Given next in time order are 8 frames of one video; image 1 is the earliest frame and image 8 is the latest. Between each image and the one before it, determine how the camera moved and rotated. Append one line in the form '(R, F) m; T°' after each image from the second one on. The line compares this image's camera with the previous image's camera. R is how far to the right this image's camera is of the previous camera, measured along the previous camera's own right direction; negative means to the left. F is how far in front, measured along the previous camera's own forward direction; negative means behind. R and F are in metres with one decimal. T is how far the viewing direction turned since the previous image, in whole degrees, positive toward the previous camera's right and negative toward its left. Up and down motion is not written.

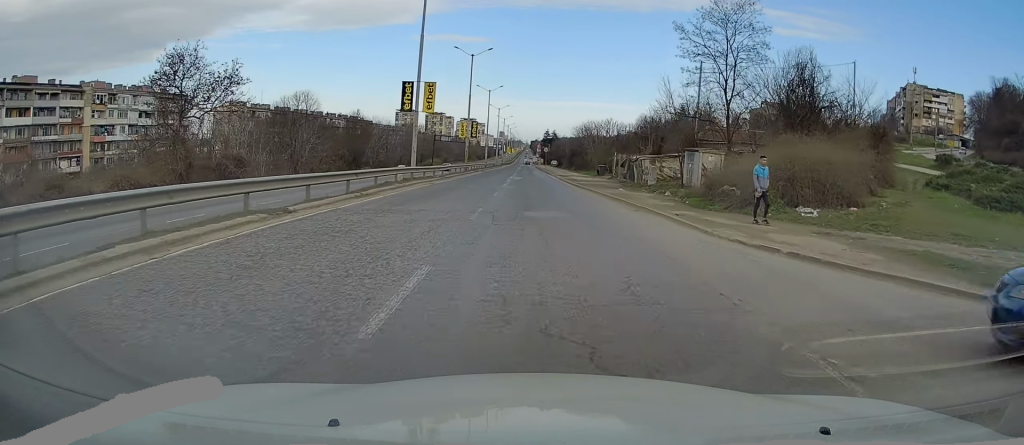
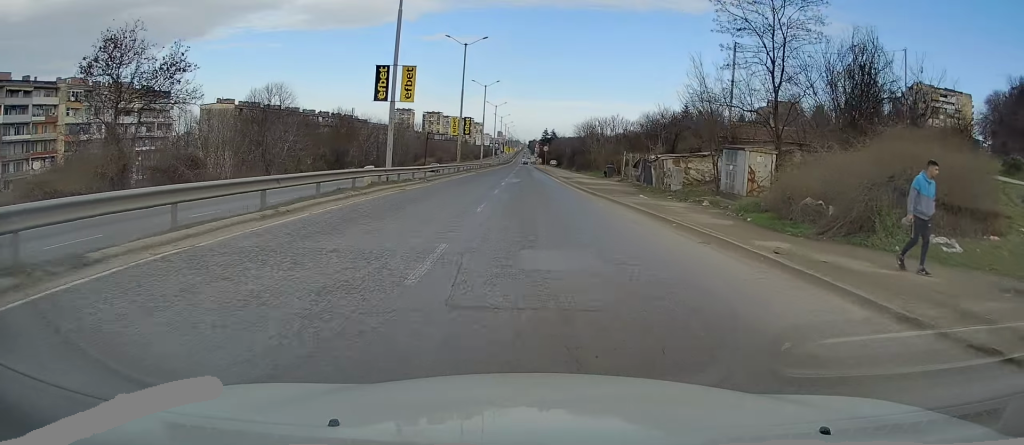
(0.0, +7.0) m; 0°
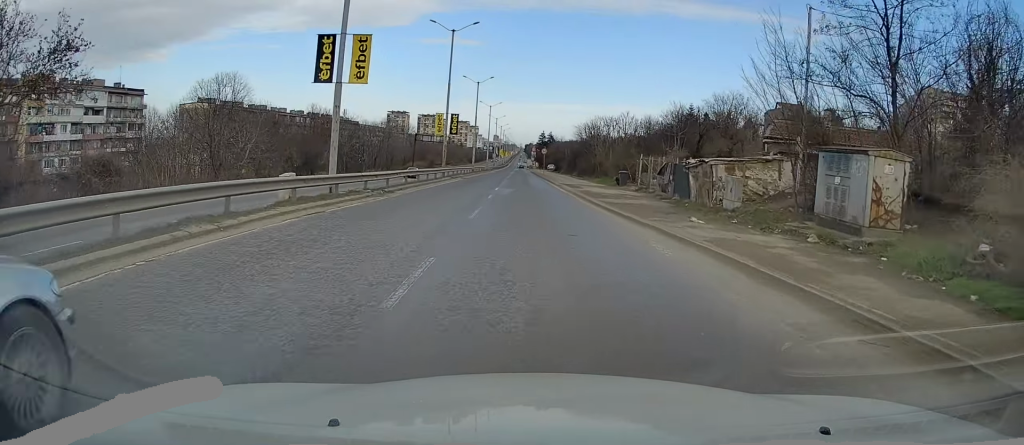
(0.0, +9.6) m; 0°
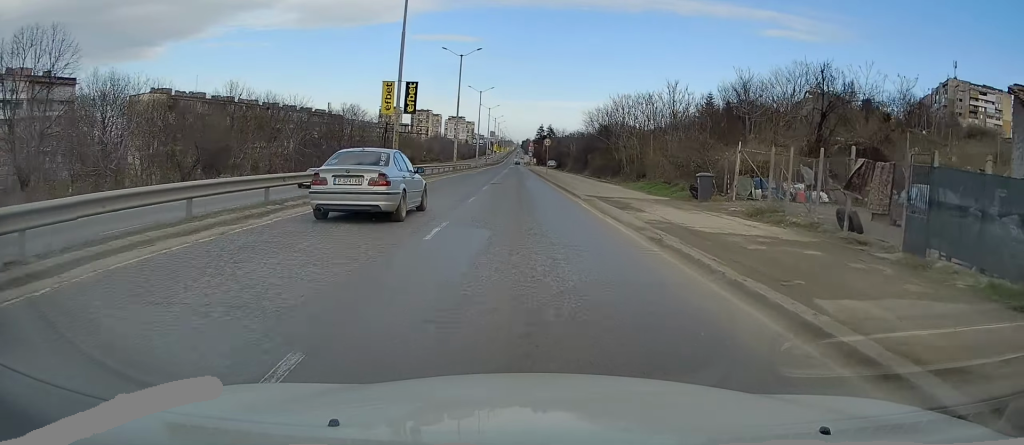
(+0.1, +21.6) m; 0°
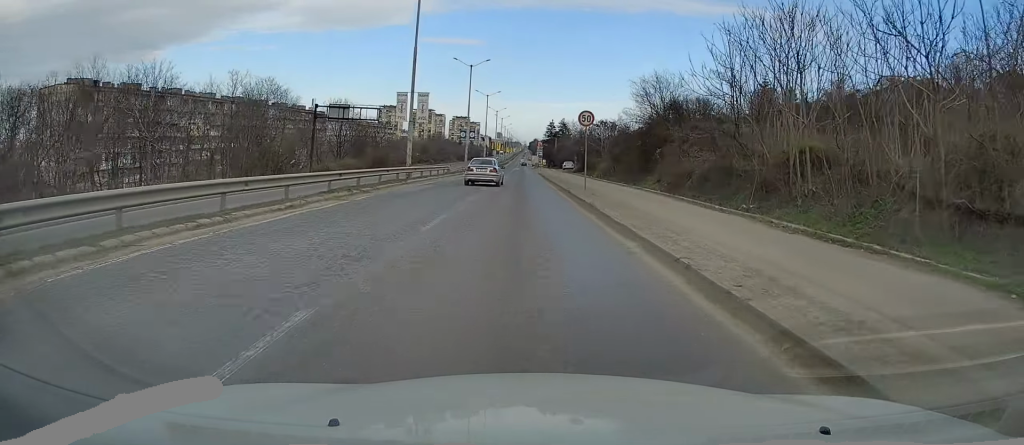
(+0.3, +34.4) m; 0°
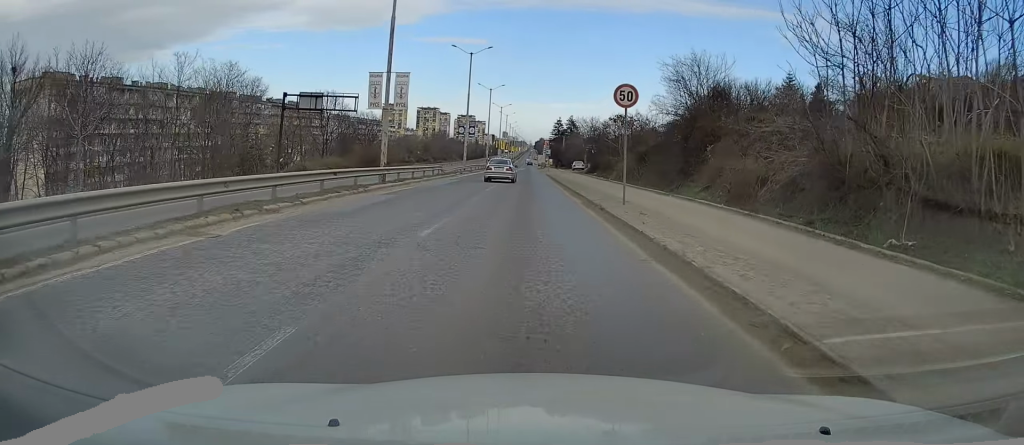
(+0.1, +9.5) m; -1°
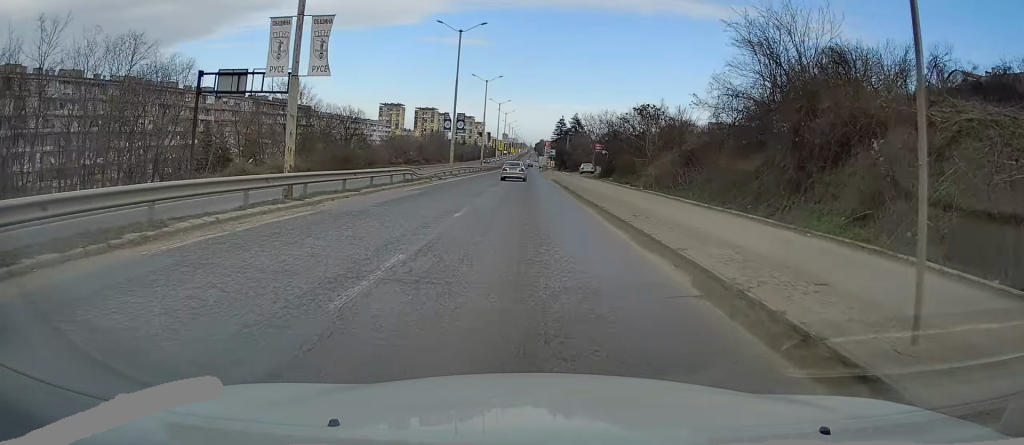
(-0.3, +14.0) m; -1°
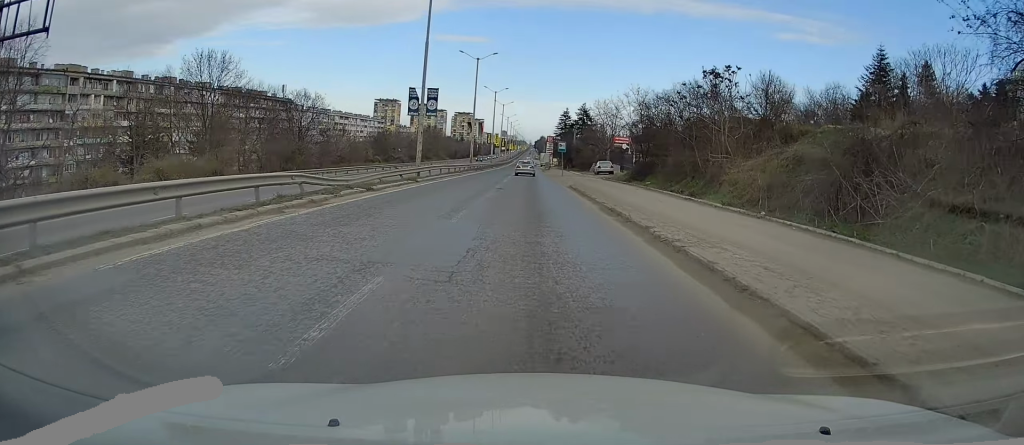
(0.0, +19.3) m; +1°
